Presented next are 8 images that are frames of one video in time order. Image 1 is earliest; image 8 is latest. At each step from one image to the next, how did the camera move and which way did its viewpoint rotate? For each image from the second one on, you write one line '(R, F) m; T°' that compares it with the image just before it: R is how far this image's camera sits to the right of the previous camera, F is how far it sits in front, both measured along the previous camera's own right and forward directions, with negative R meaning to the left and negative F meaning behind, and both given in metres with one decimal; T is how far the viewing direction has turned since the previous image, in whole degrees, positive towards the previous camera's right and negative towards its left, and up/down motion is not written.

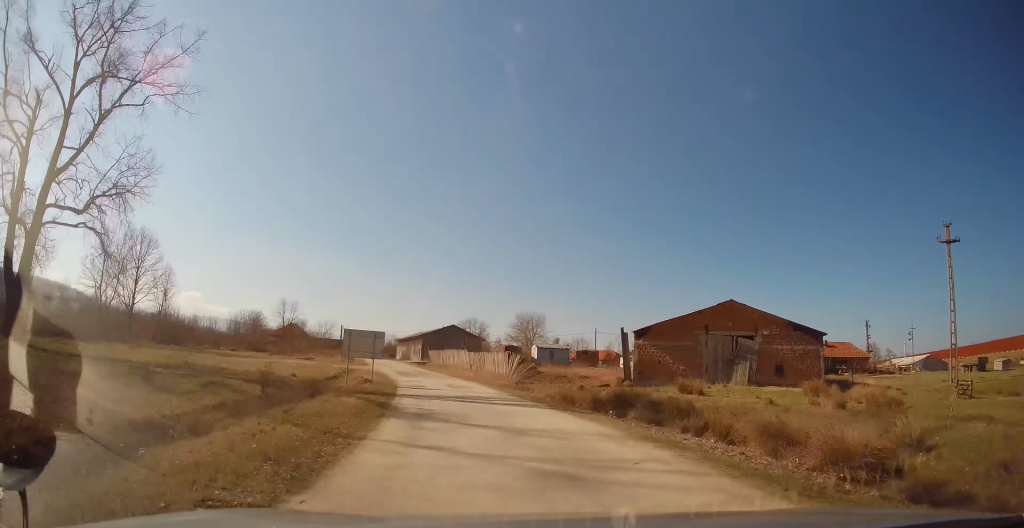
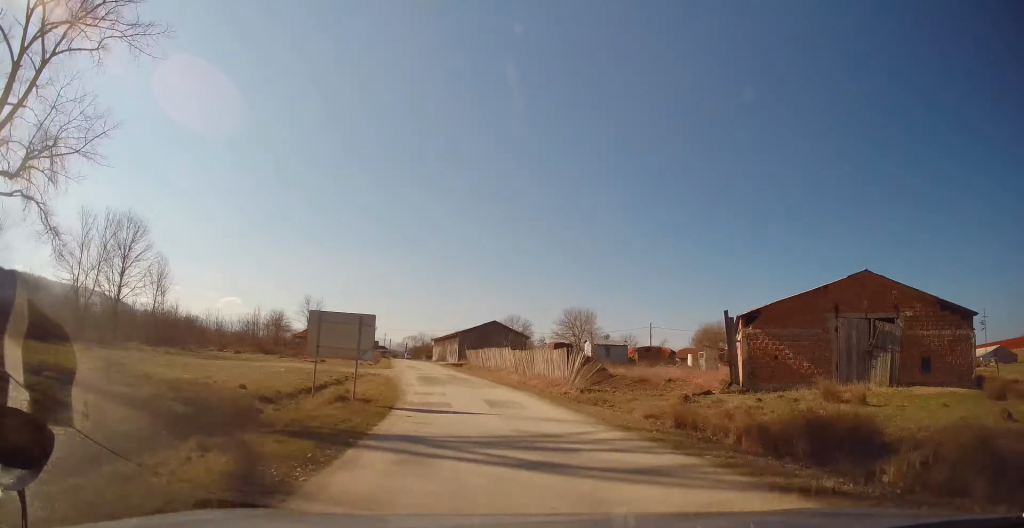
(-0.5, +9.7) m; -5°
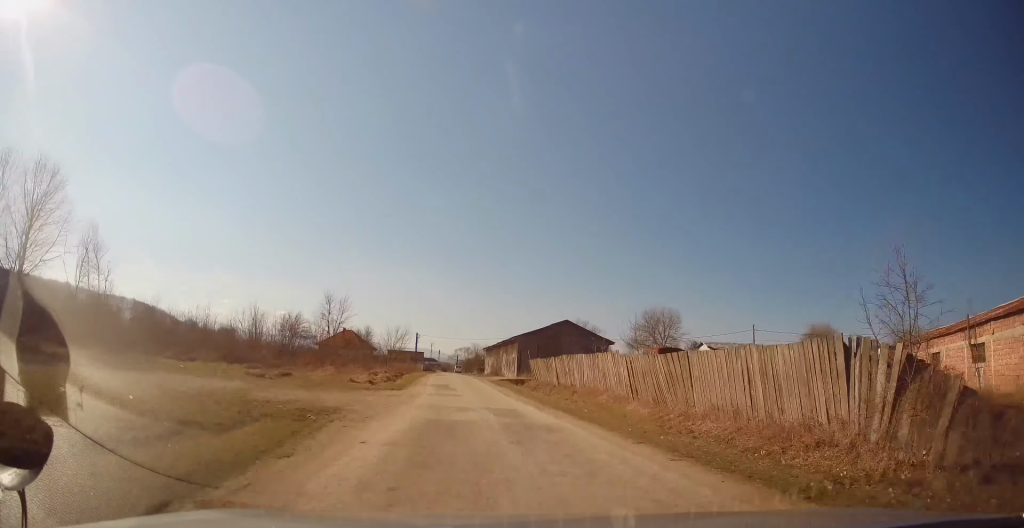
(-1.2, +19.9) m; -6°
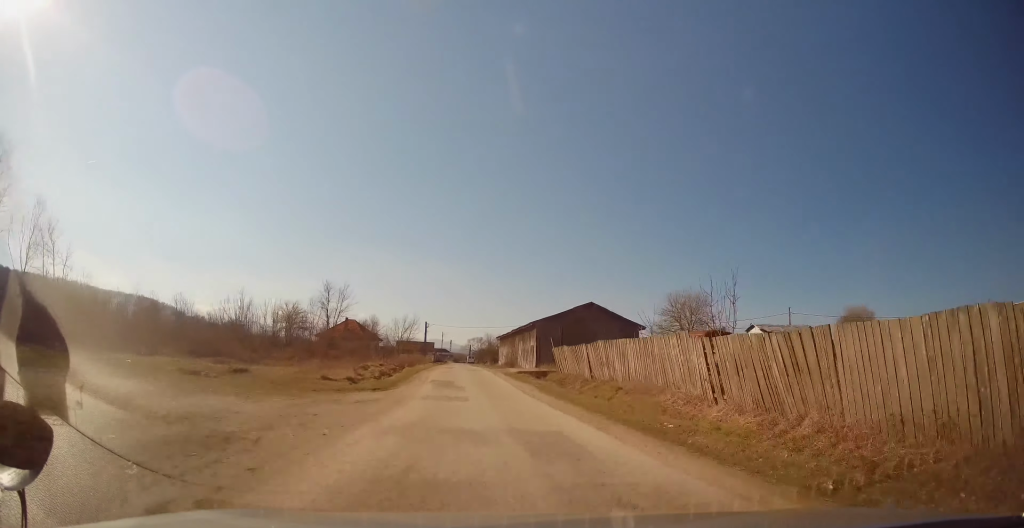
(-0.1, +6.7) m; -1°
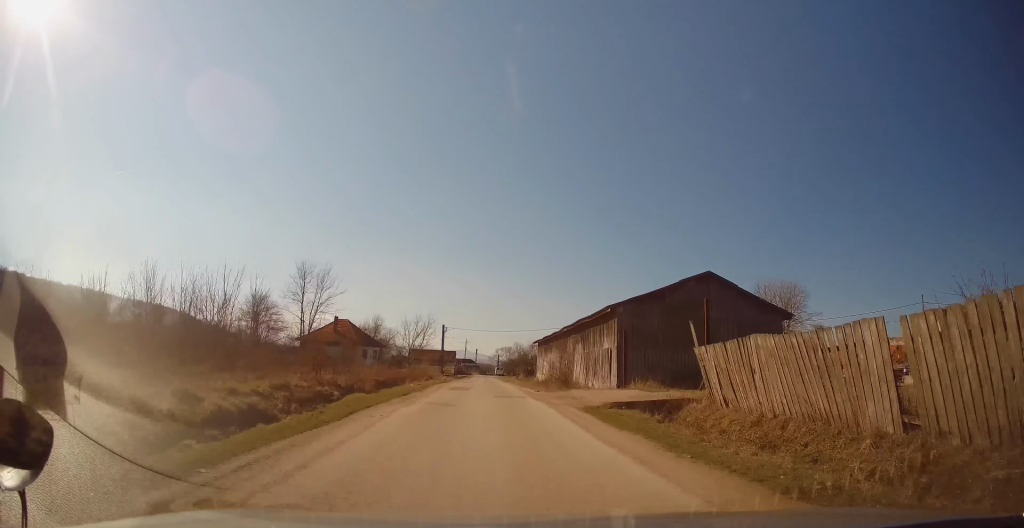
(-0.7, +20.8) m; -3°
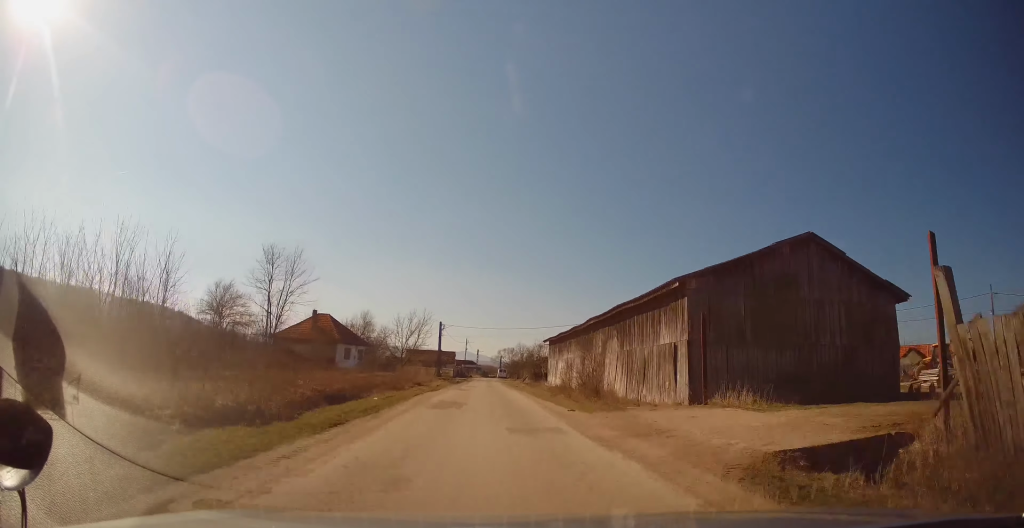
(-0.1, +9.0) m; 0°
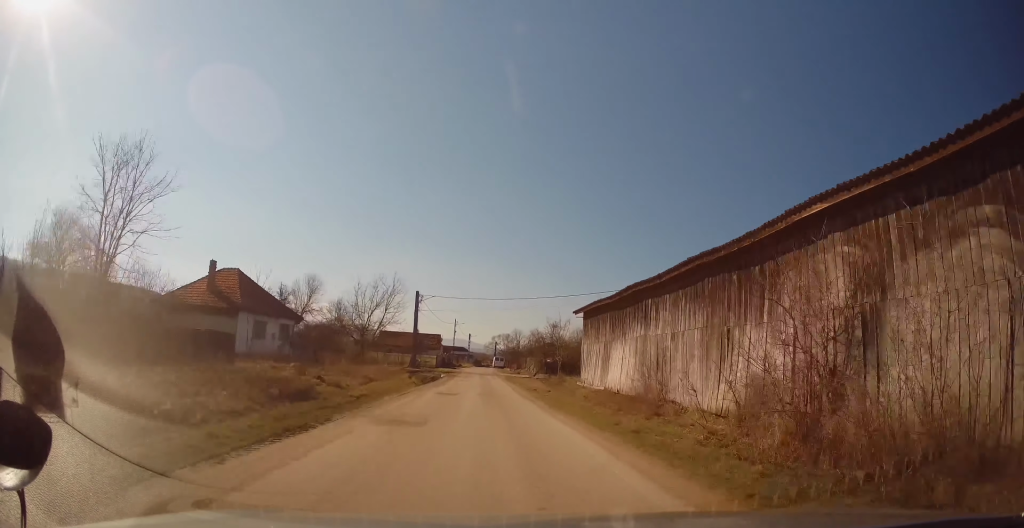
(+0.3, +21.2) m; +1°
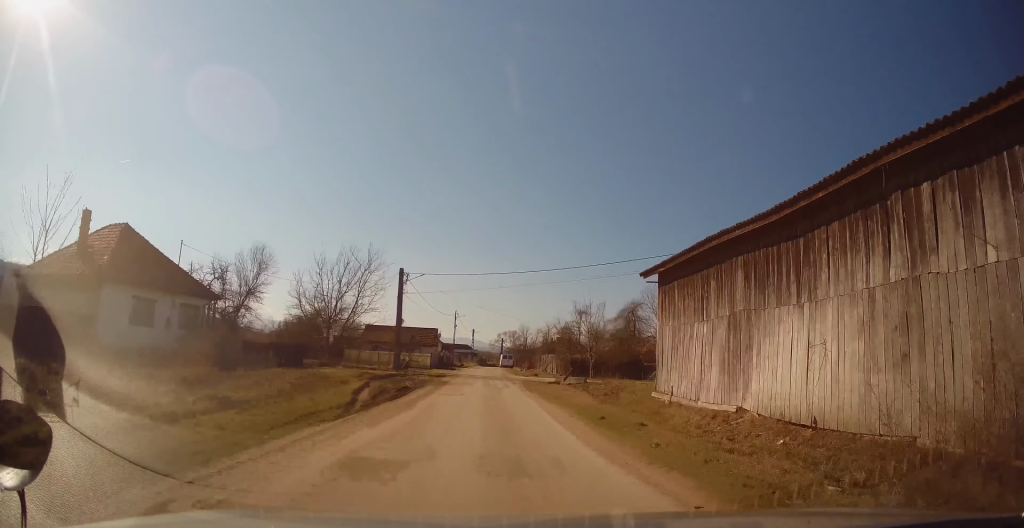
(0.0, +14.0) m; -1°
